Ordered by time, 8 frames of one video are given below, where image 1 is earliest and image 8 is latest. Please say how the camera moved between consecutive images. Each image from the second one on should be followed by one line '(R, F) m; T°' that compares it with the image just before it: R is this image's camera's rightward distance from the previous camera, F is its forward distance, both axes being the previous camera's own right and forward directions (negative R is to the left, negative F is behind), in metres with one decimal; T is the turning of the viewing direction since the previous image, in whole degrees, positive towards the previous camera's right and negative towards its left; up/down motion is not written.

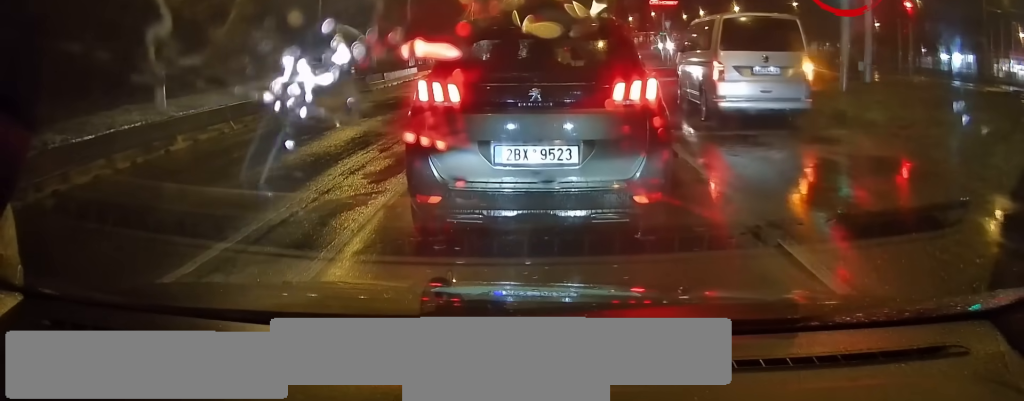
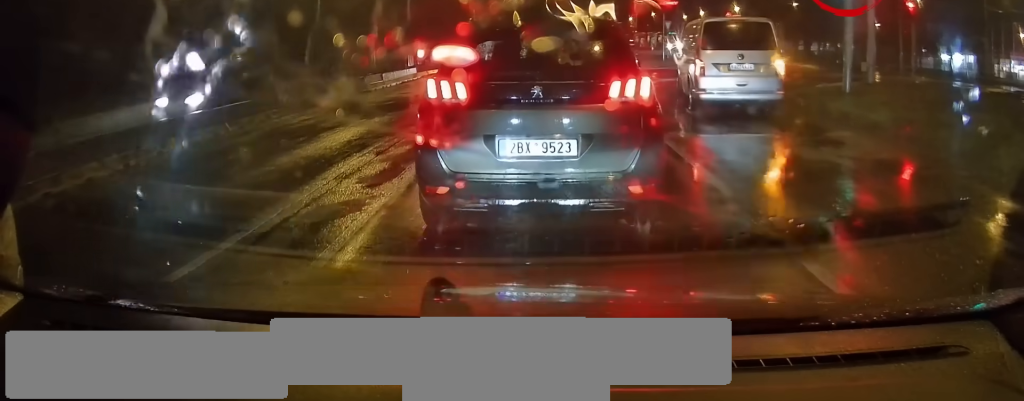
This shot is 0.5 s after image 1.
(0.0, 0.0) m; 0°
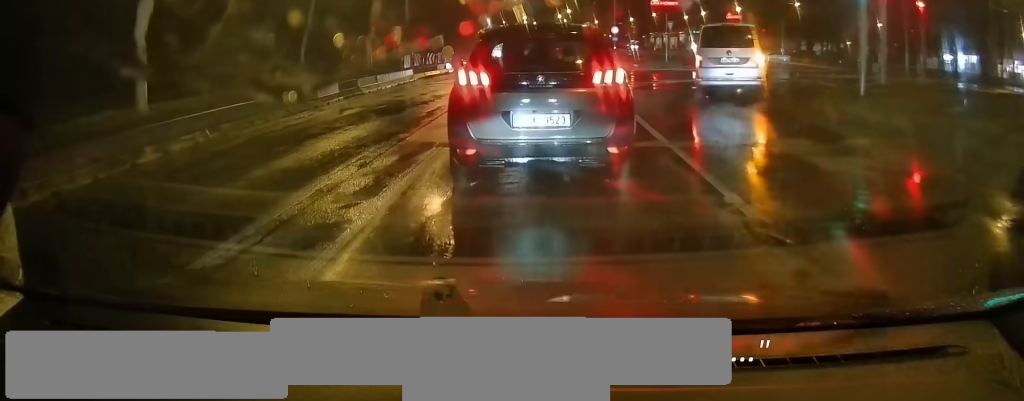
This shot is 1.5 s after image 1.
(0.0, 0.0) m; 0°
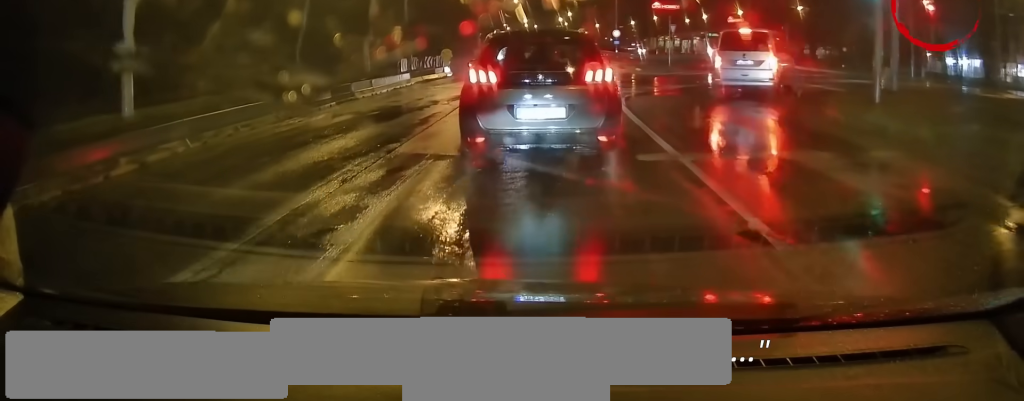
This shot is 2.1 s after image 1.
(0.0, 0.0) m; 0°
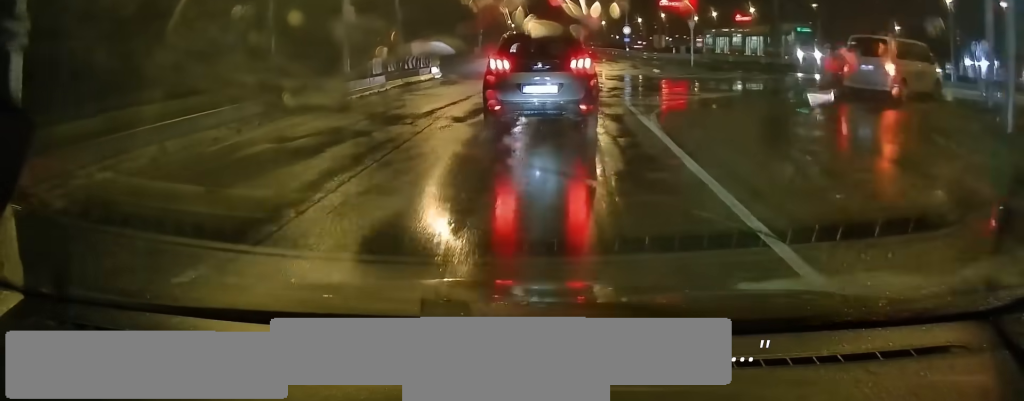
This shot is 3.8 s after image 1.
(+0.1, +0.9) m; 0°
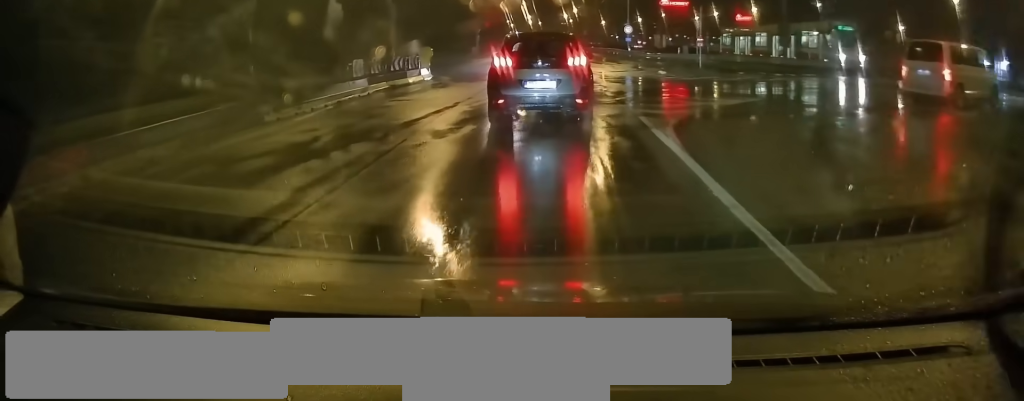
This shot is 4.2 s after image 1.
(0.0, +0.8) m; 0°
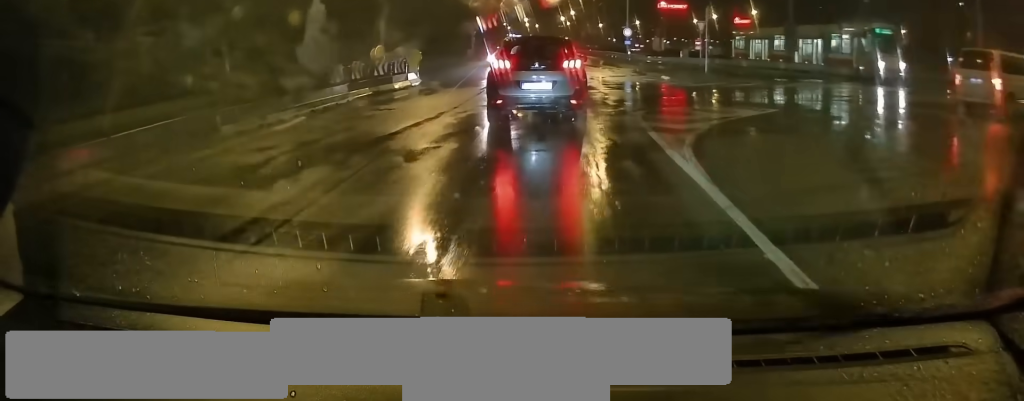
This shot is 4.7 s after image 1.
(0.0, +0.7) m; 0°
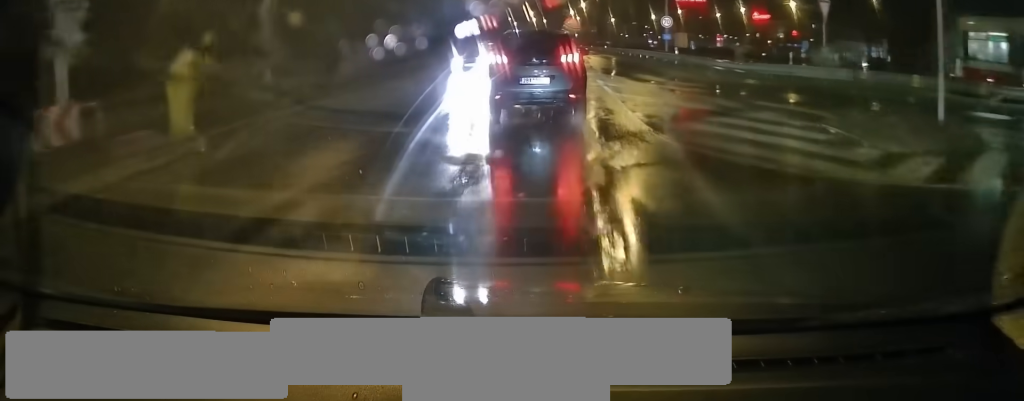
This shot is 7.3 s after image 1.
(-0.2, +14.3) m; 0°
